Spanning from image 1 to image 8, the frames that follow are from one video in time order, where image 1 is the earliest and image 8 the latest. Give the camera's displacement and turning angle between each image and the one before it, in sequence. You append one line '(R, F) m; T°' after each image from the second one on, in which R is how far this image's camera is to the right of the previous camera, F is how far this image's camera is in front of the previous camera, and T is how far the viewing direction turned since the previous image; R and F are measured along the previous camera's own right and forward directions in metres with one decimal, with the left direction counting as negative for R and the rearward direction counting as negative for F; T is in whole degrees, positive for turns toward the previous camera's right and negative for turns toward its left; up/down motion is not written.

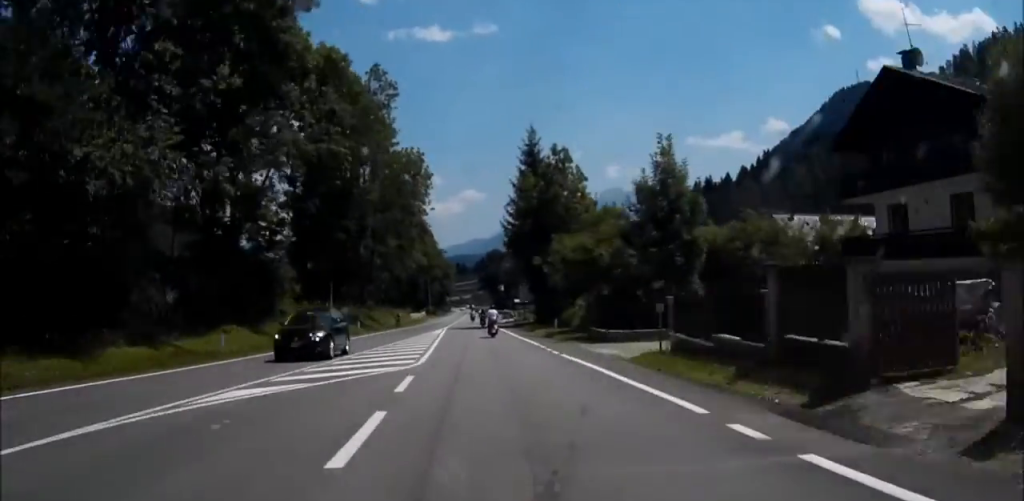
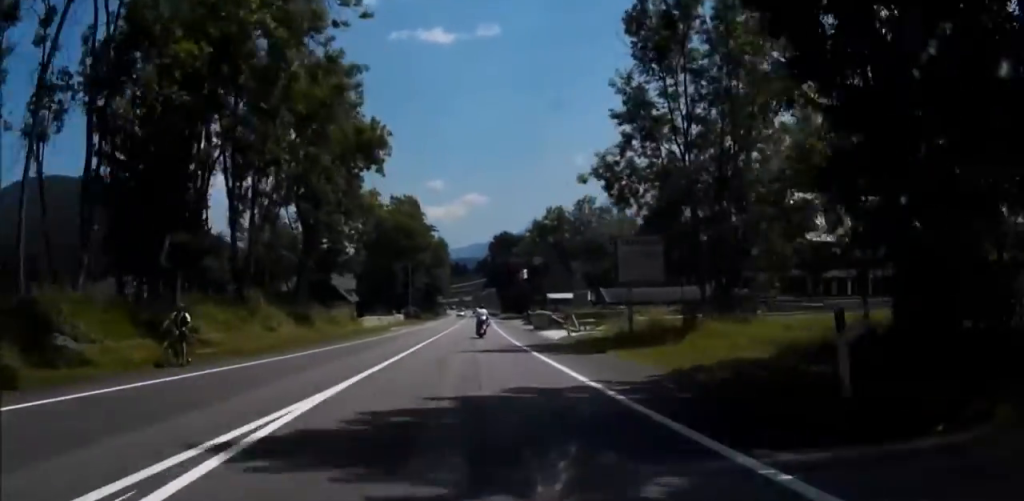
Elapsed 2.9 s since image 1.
(+0.1, +55.2) m; -1°
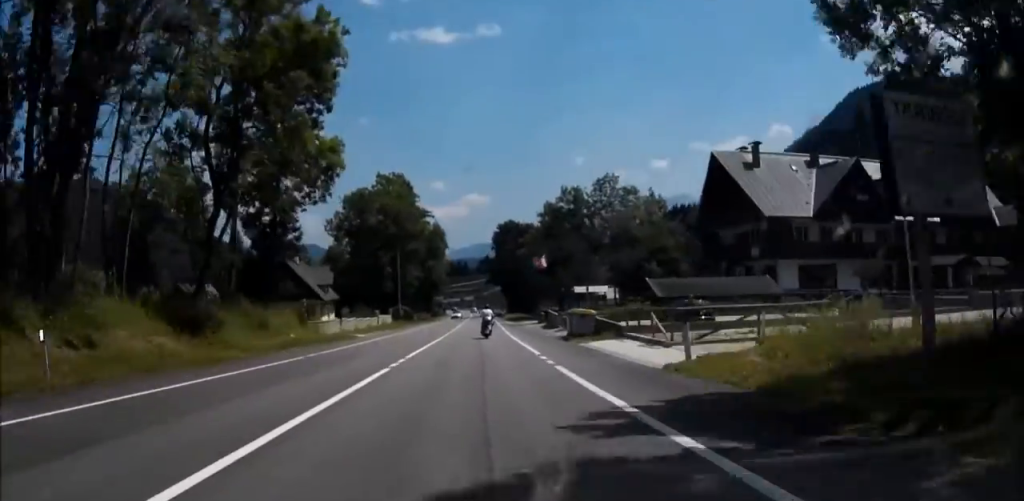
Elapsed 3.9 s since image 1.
(-0.3, +19.4) m; -1°
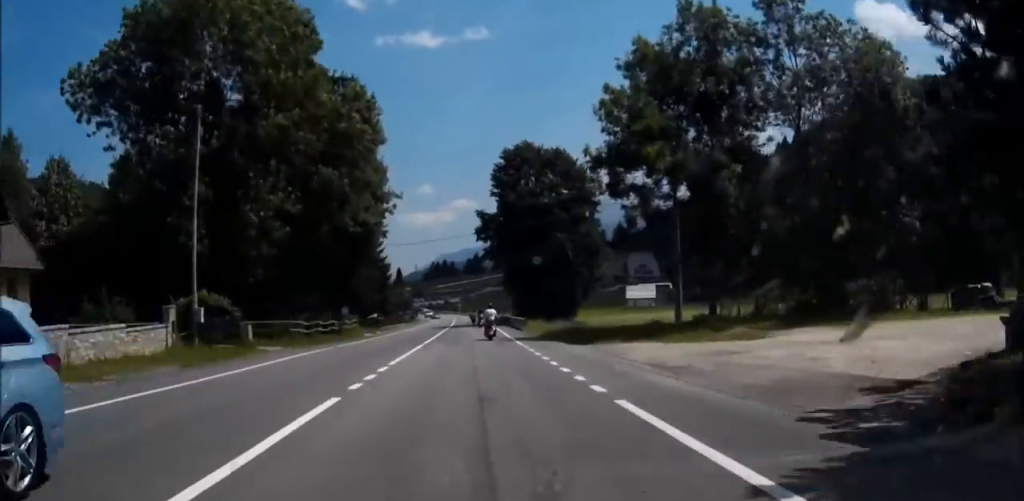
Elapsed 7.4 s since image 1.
(-1.1, +69.9) m; -1°
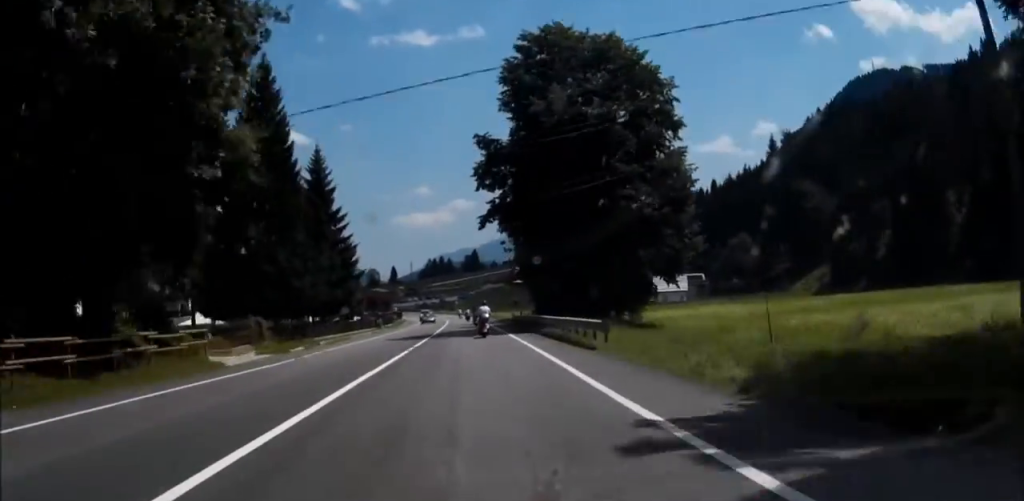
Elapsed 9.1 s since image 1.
(+0.3, +34.2) m; 0°
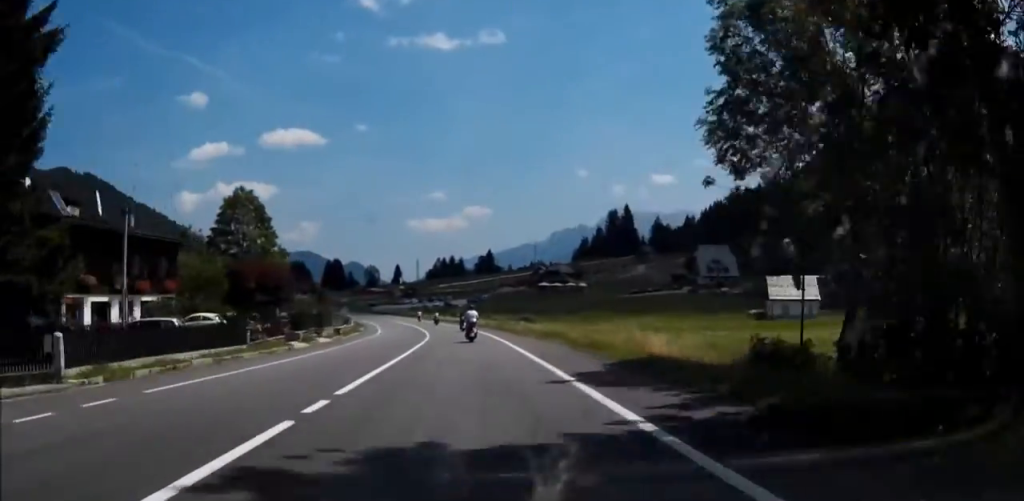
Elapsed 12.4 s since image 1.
(-1.4, +67.8) m; -2°
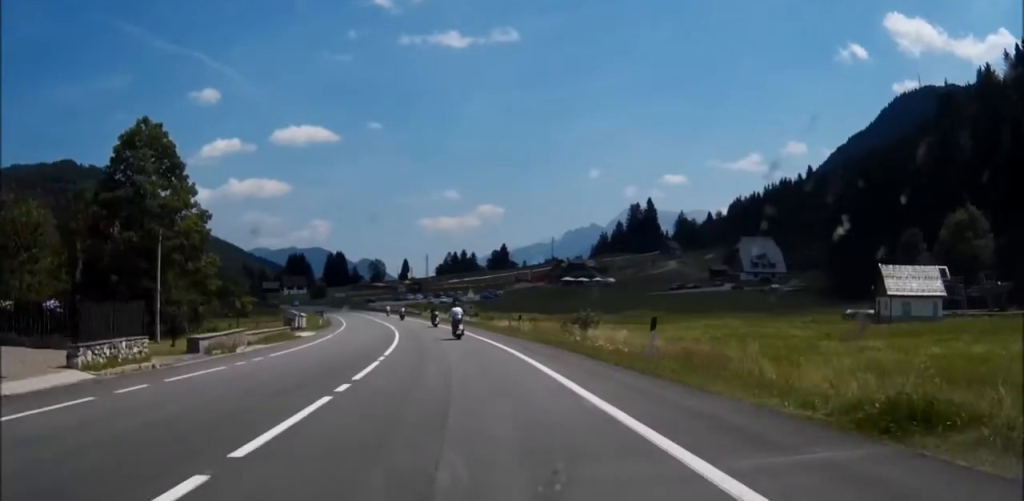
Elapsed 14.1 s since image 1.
(-0.2, +31.2) m; -3°
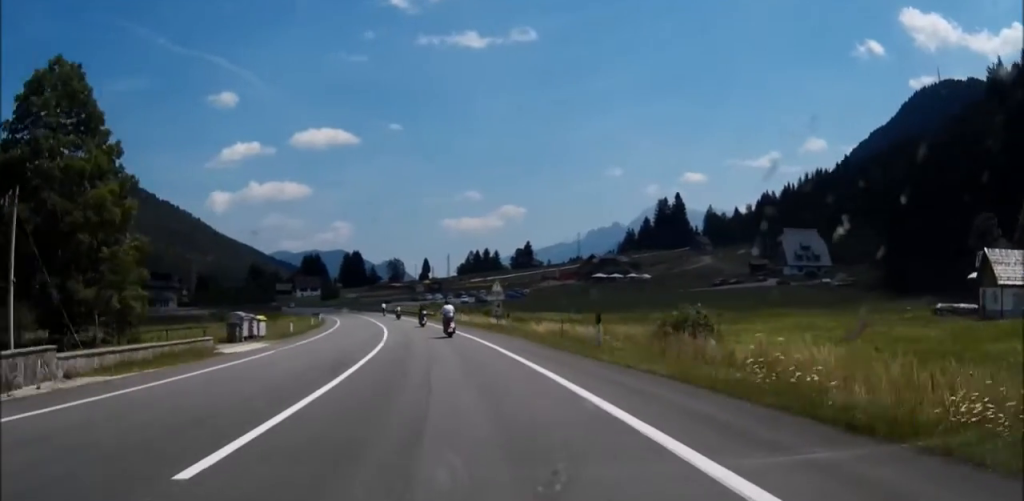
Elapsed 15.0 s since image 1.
(+0.6, +17.0) m; -2°
